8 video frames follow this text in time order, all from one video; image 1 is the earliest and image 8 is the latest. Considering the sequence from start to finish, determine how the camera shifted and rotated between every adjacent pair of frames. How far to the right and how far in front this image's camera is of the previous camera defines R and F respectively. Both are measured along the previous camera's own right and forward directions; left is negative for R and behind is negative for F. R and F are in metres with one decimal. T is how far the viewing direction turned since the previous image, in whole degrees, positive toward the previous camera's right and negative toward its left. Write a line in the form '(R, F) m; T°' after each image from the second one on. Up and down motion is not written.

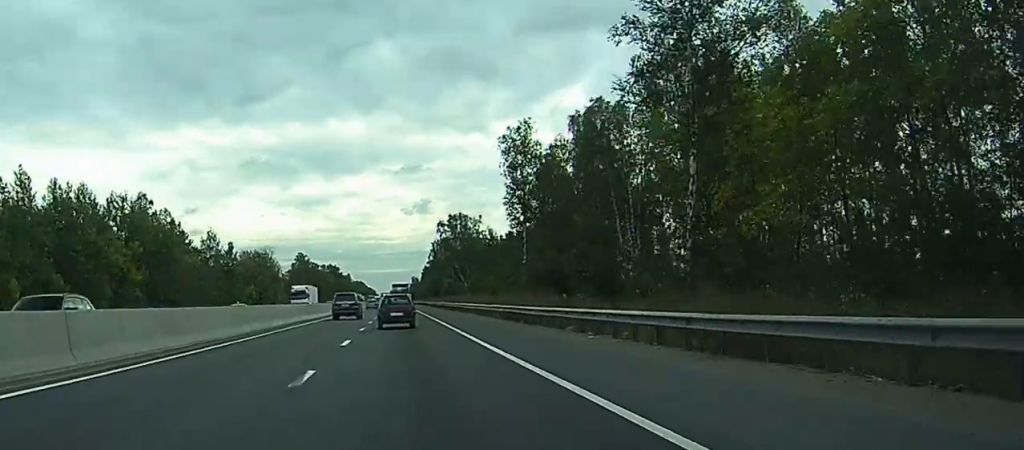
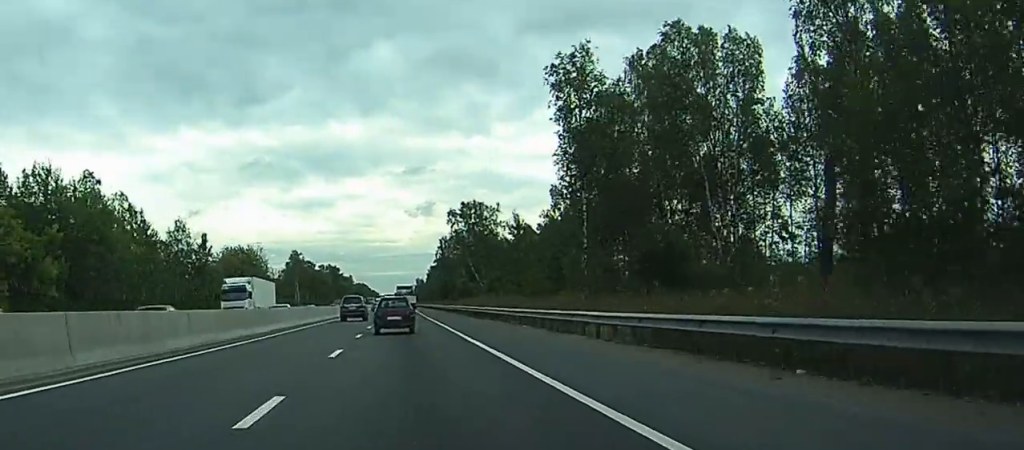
(-0.5, +28.0) m; 0°
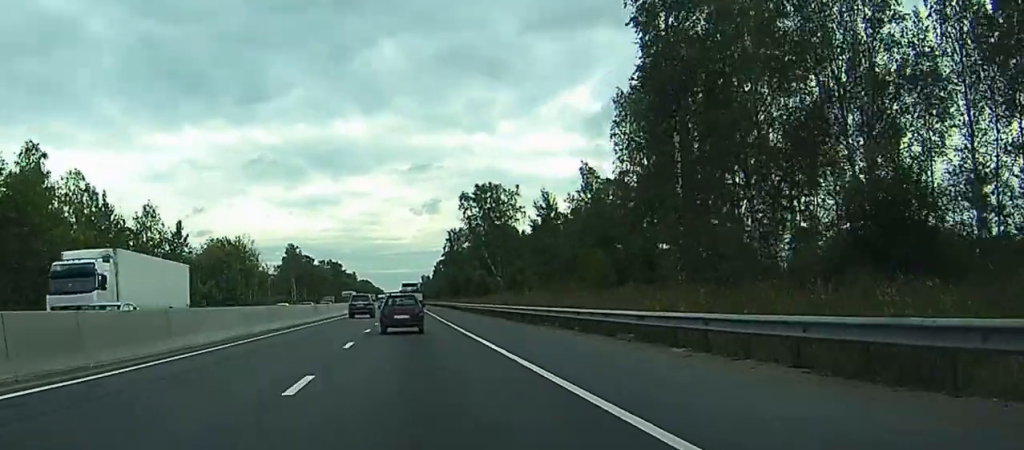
(+0.2, +20.8) m; +1°
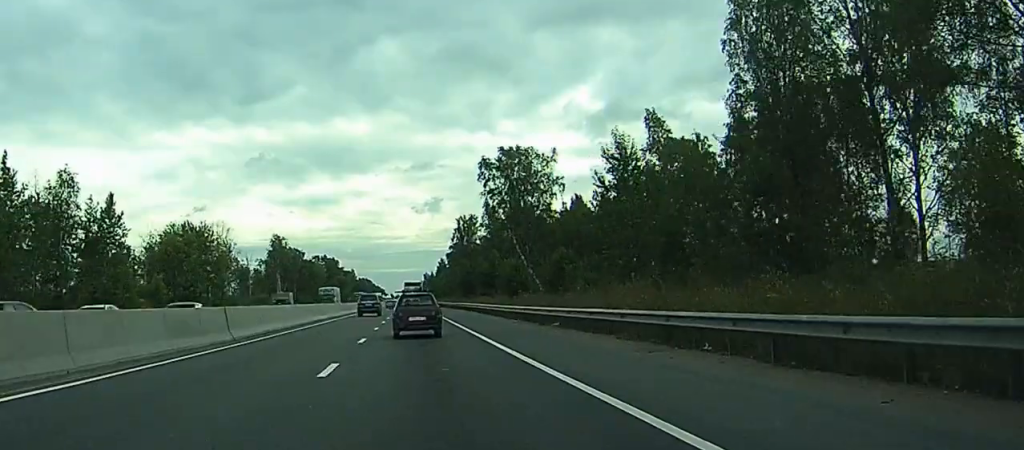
(-0.1, +32.7) m; 0°
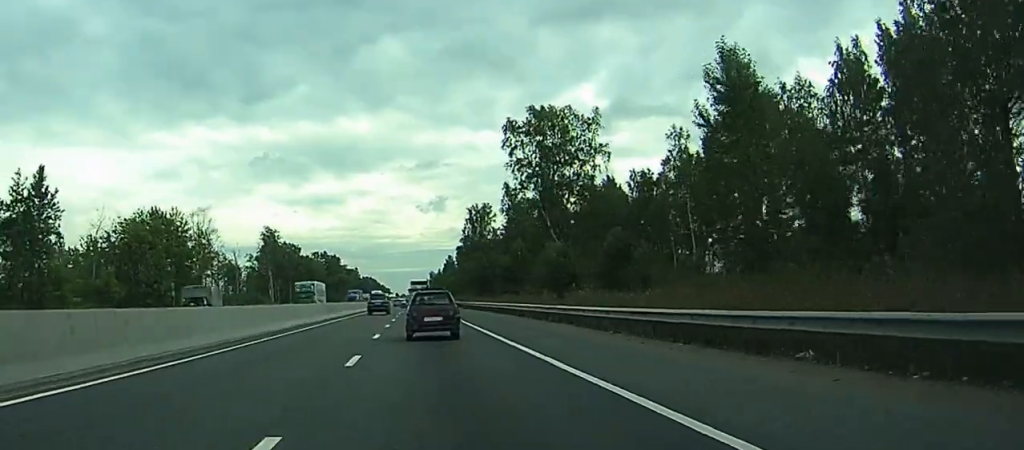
(0.0, +21.4) m; 0°
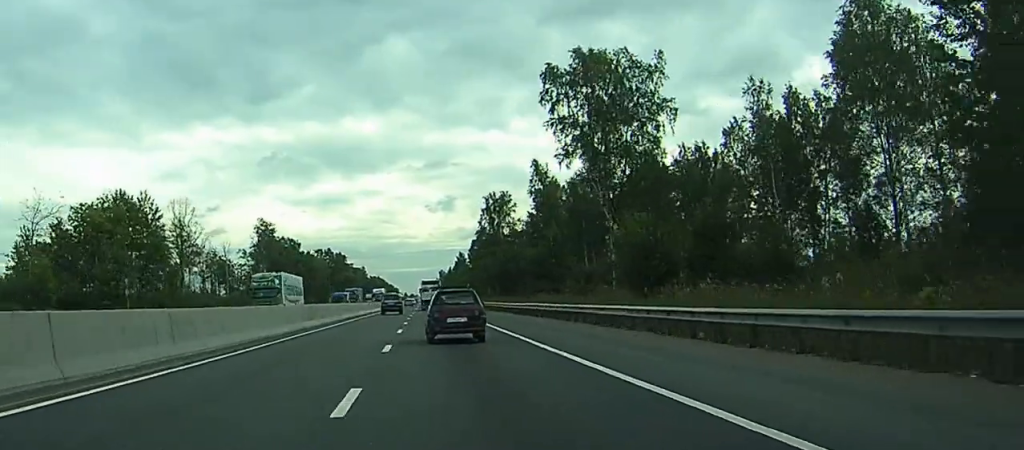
(+0.3, +19.0) m; 0°
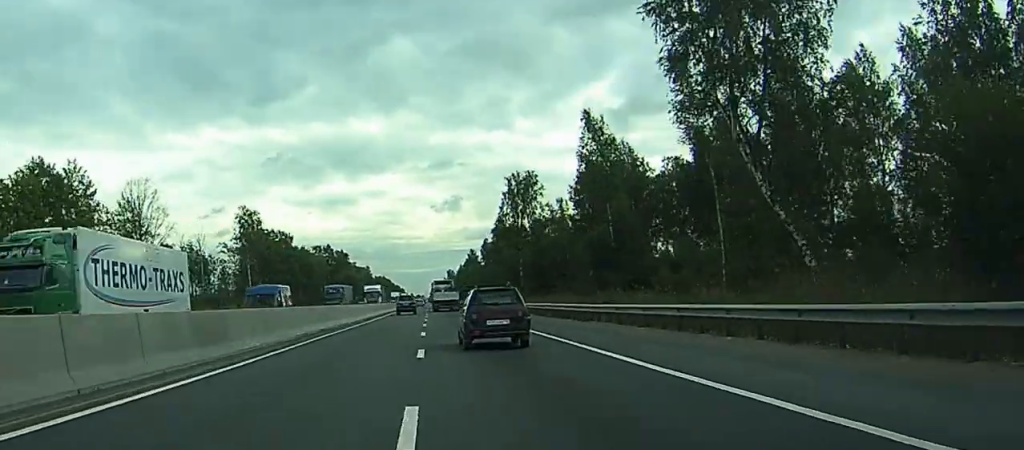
(-0.7, +25.3) m; -2°
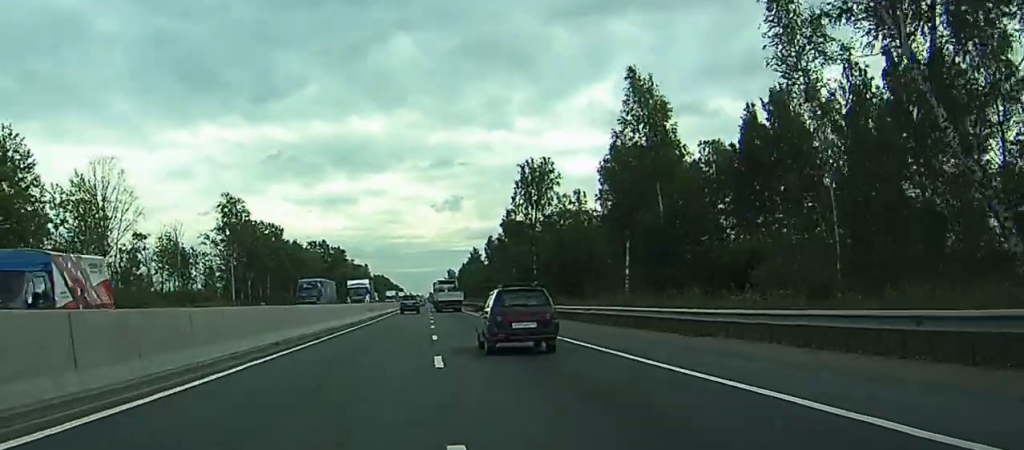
(-0.3, +14.2) m; +2°
